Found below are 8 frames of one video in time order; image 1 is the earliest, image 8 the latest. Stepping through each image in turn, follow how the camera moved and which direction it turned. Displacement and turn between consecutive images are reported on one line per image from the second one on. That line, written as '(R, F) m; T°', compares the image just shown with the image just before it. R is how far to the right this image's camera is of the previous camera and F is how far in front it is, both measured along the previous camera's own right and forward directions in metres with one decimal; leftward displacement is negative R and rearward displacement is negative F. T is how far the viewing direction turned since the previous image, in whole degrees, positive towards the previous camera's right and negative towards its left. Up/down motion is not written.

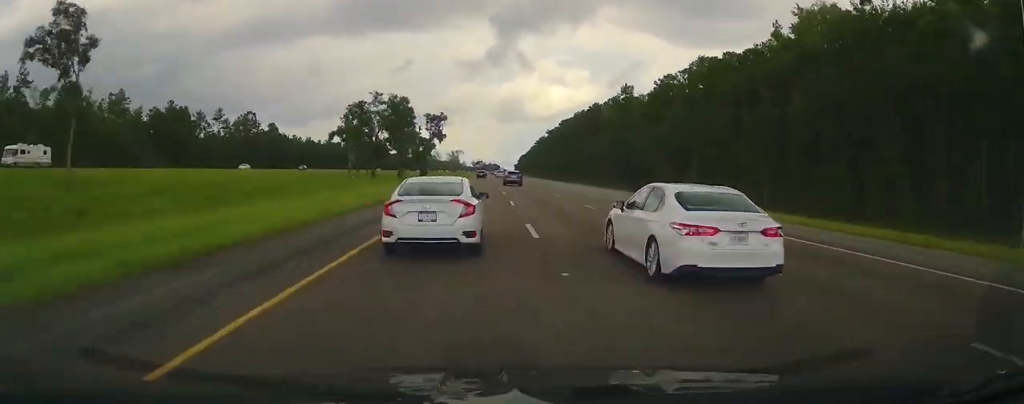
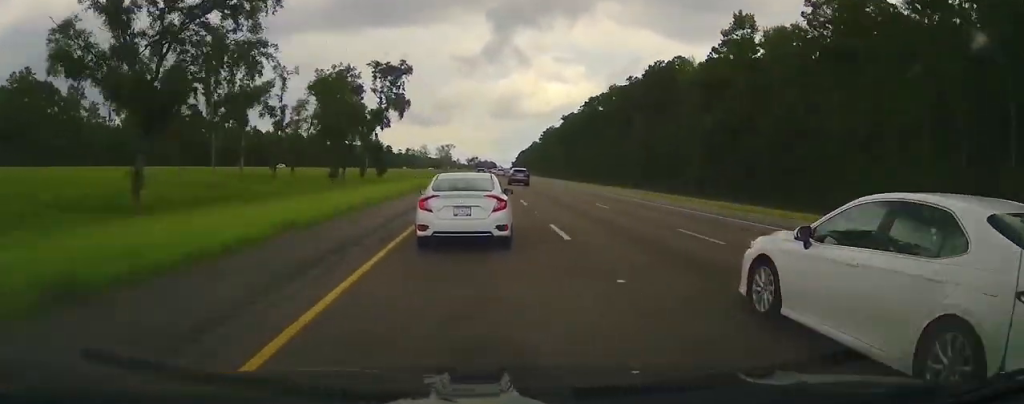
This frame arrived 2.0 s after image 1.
(+0.8, +73.1) m; 0°
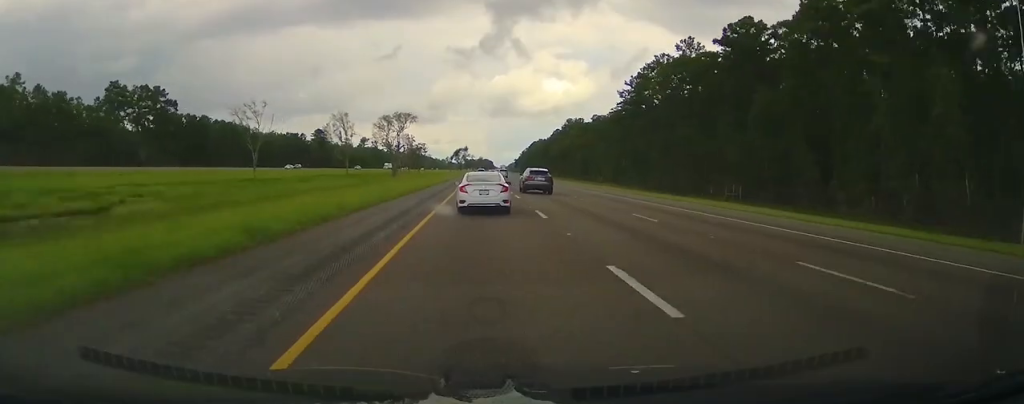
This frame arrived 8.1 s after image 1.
(-0.2, +226.0) m; +1°
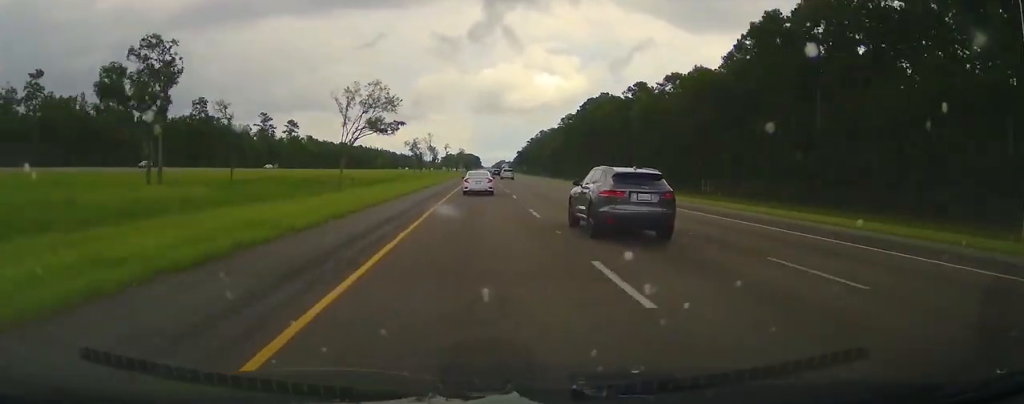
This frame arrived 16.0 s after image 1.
(+5.5, +288.4) m; +2°
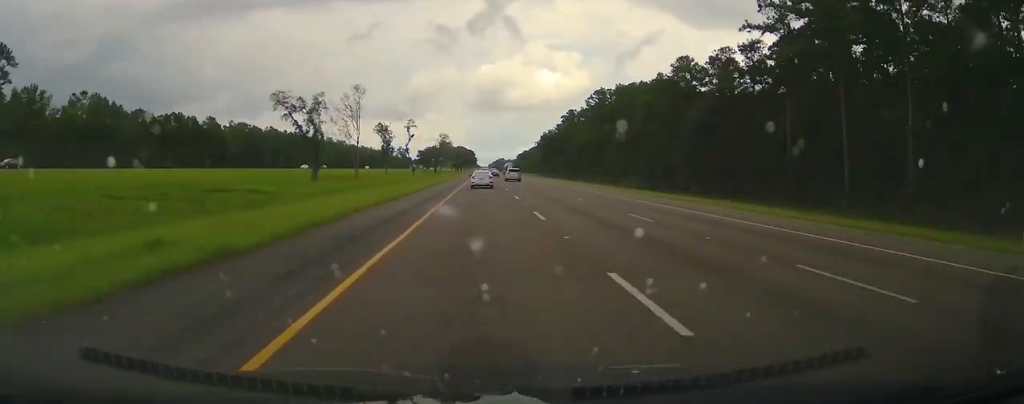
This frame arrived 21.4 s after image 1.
(+1.3, +195.1) m; +1°
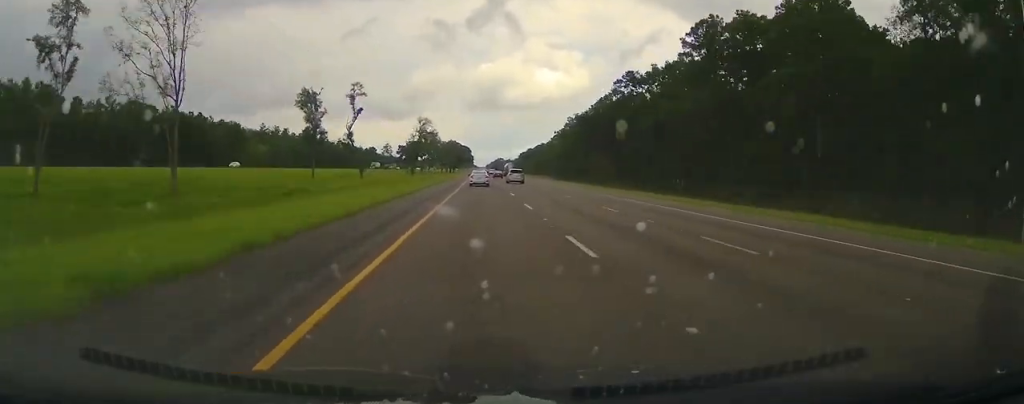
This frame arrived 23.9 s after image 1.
(+0.5, +92.2) m; 0°
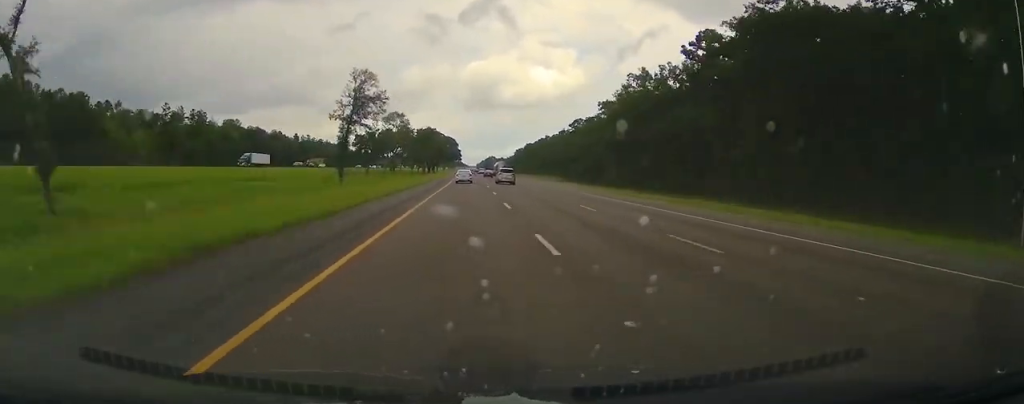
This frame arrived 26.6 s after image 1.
(-0.1, +96.2) m; 0°
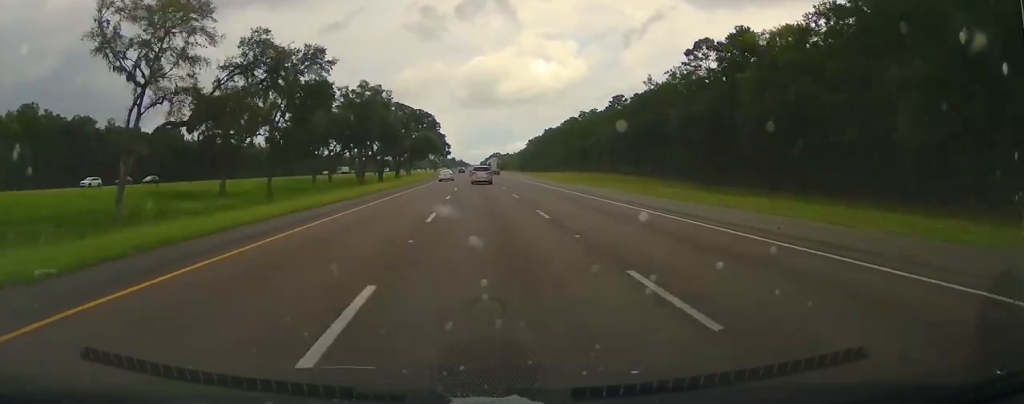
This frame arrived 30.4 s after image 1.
(+1.1, +138.7) m; -1°
